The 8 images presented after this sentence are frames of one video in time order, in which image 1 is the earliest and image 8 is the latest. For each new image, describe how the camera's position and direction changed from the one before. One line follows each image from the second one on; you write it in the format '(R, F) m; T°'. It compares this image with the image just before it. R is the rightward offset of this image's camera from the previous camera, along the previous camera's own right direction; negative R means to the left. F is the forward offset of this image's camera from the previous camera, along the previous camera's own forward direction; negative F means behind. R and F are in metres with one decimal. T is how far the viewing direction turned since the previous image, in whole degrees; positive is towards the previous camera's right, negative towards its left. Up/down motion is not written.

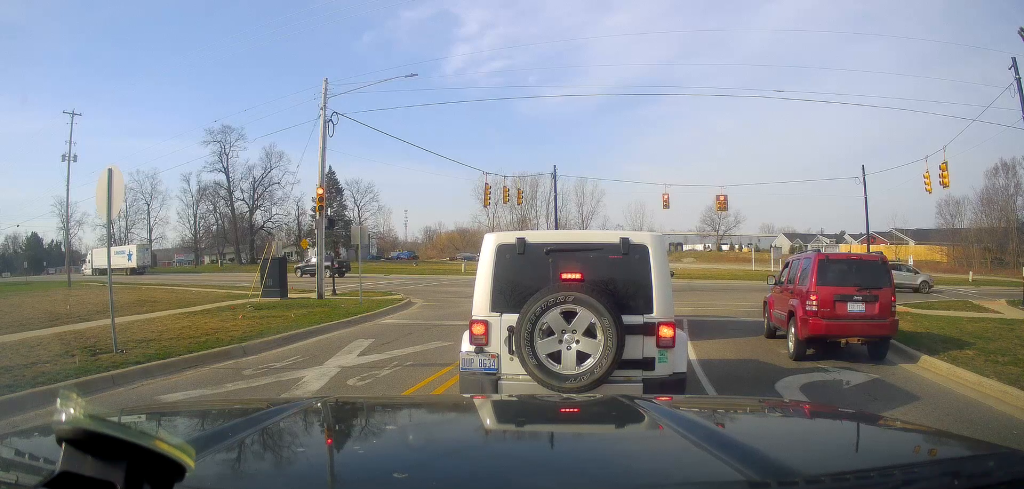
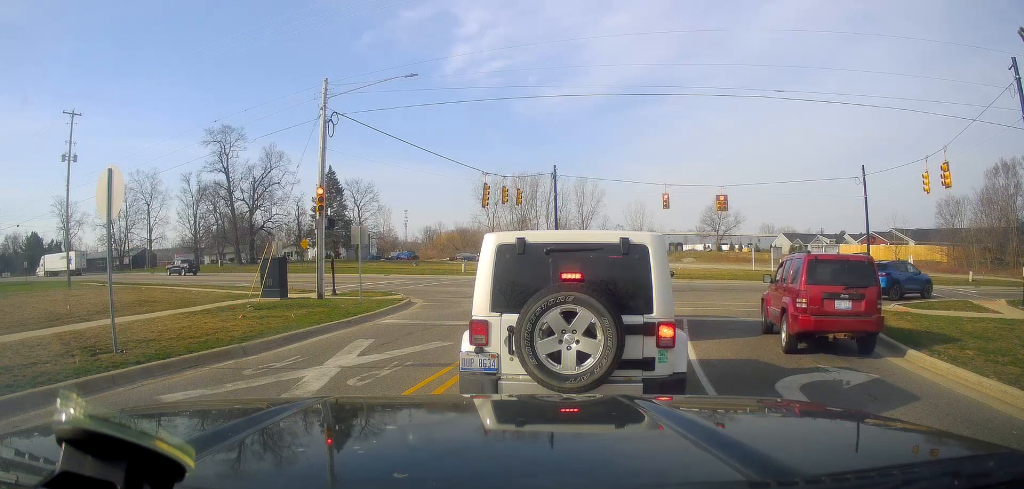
(0.0, 0.0) m; 0°
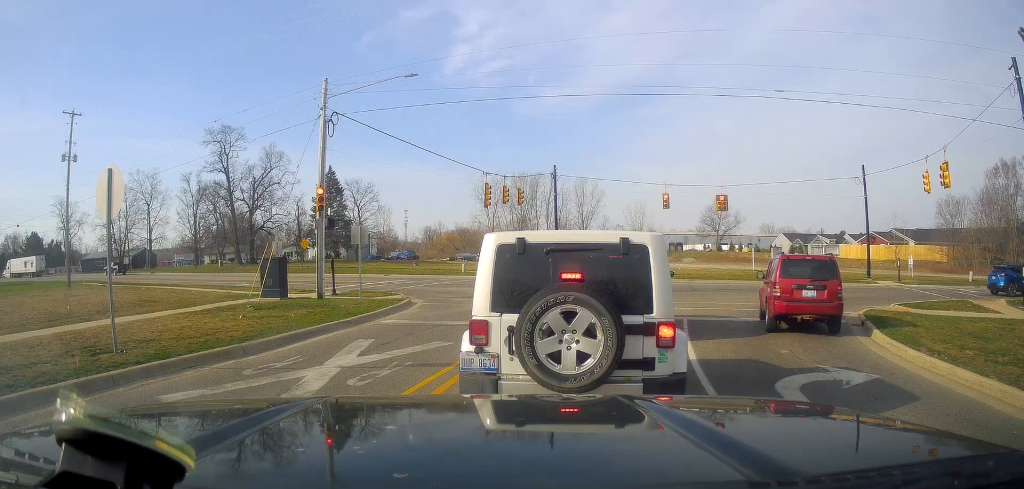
(0.0, 0.0) m; 0°
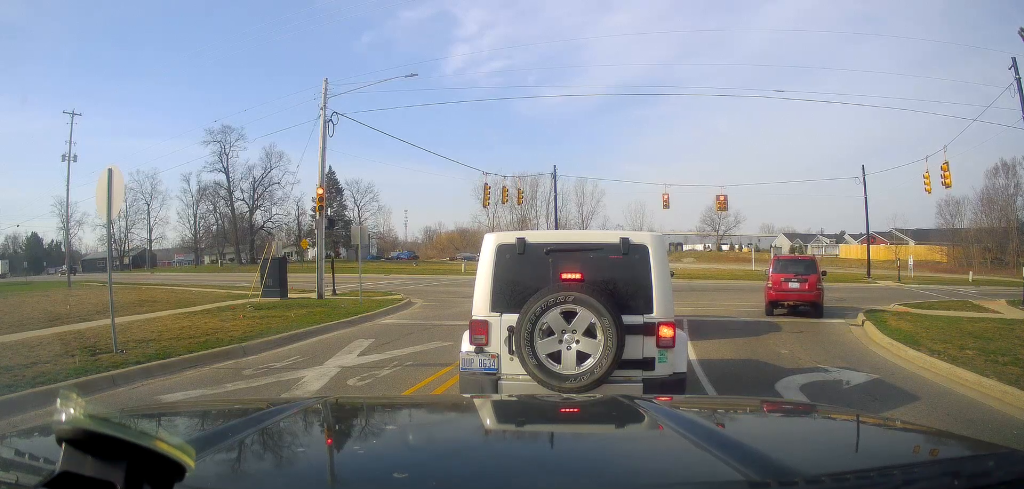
(0.0, 0.0) m; 0°
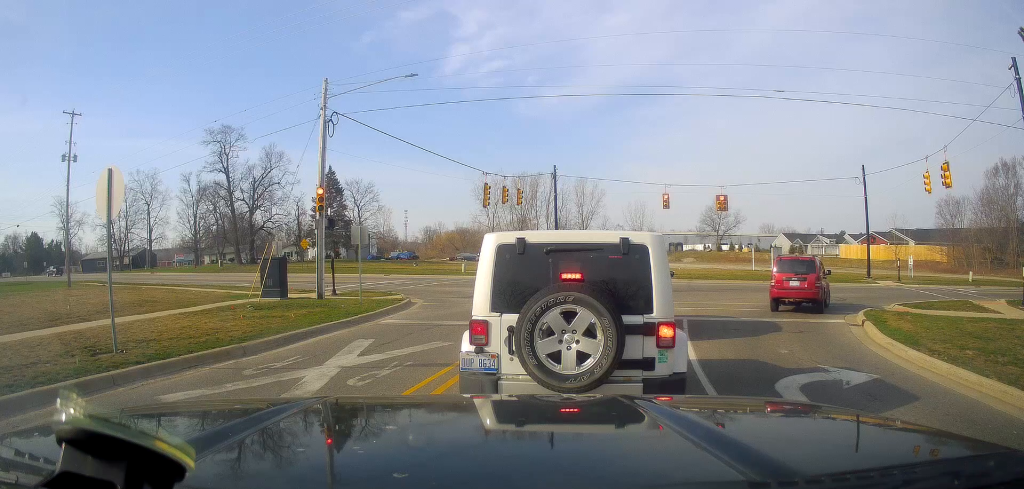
(0.0, 0.0) m; 0°
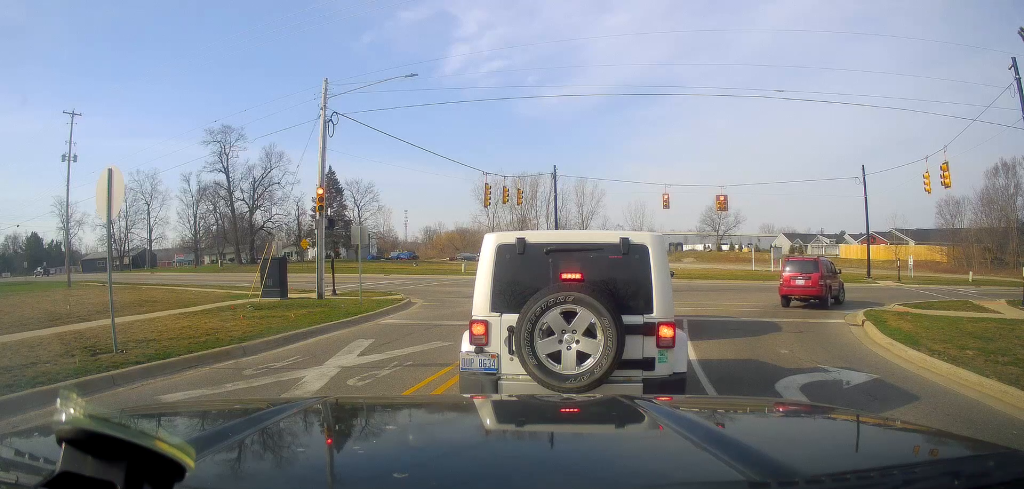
(0.0, 0.0) m; 0°
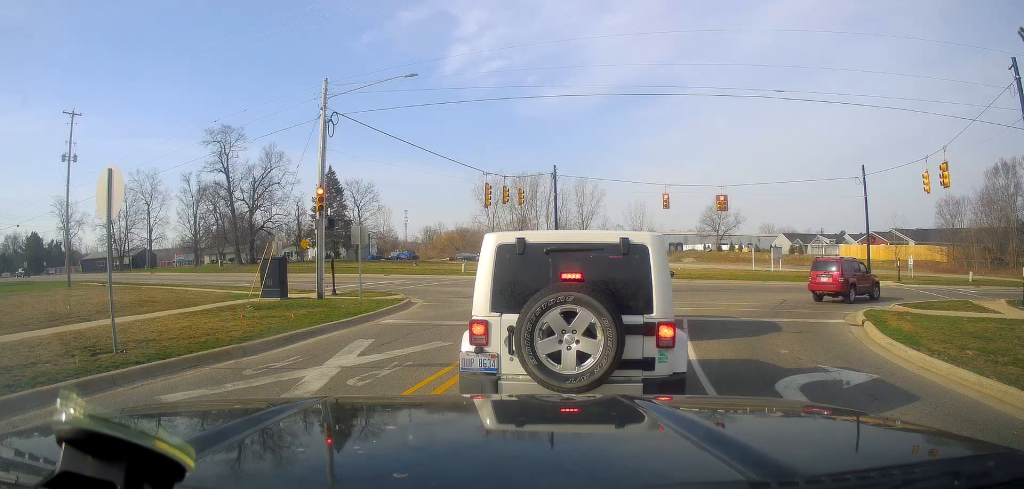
(0.0, 0.0) m; 0°
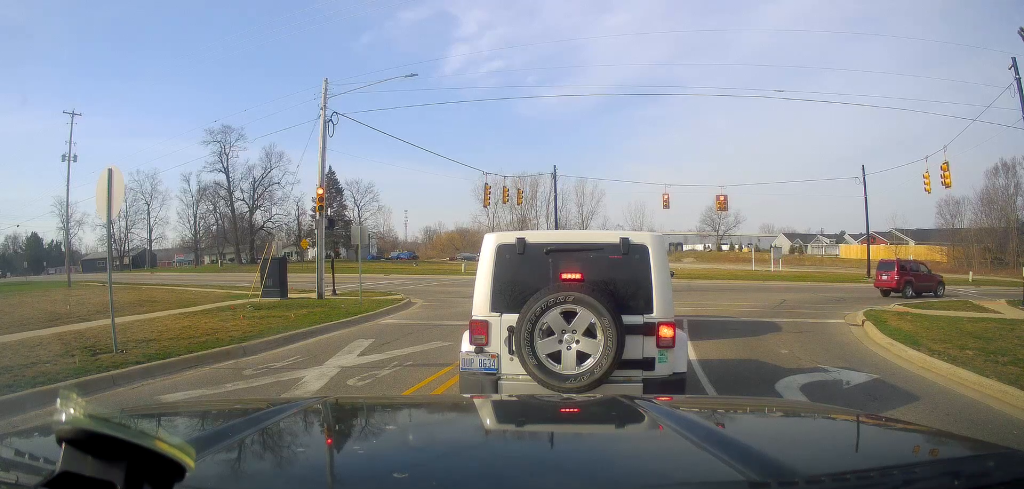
(0.0, 0.0) m; 0°
